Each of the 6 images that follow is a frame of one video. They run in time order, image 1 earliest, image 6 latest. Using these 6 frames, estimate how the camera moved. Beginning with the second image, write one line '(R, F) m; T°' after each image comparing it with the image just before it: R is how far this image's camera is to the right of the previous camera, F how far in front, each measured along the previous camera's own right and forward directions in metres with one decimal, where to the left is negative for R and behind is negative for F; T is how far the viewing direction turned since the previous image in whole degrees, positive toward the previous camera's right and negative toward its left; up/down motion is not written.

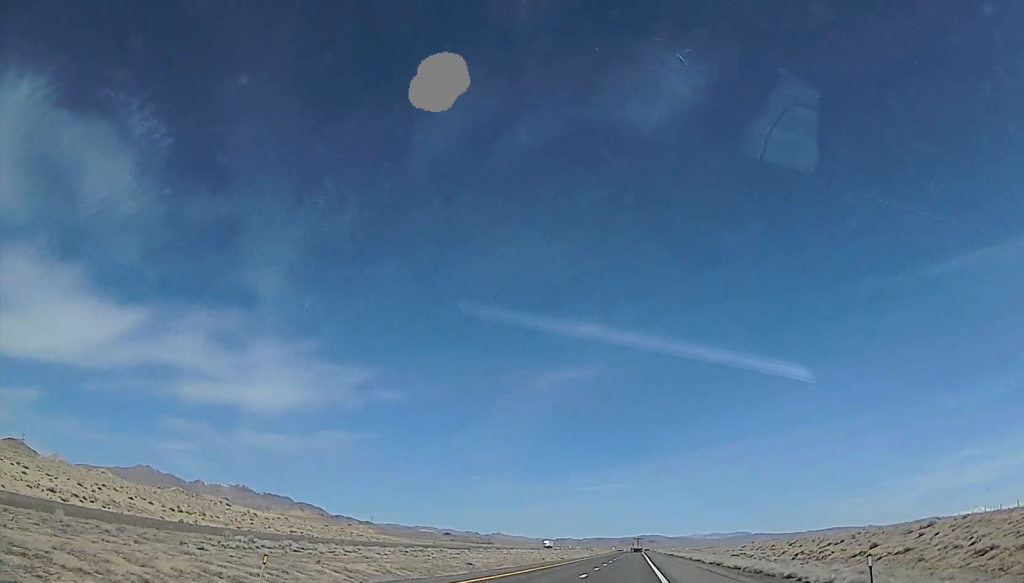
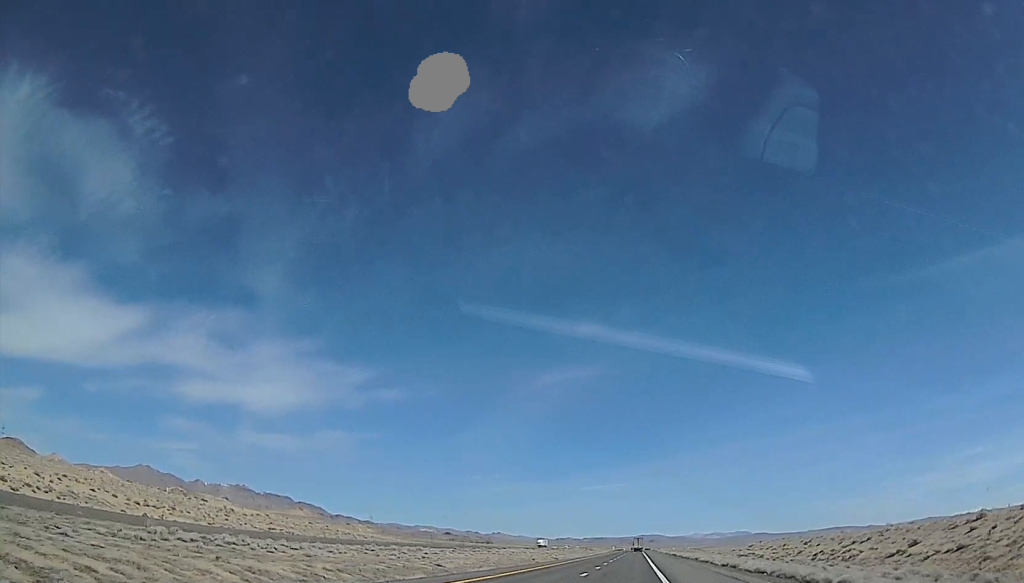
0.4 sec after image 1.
(+0.3, +11.7) m; 0°
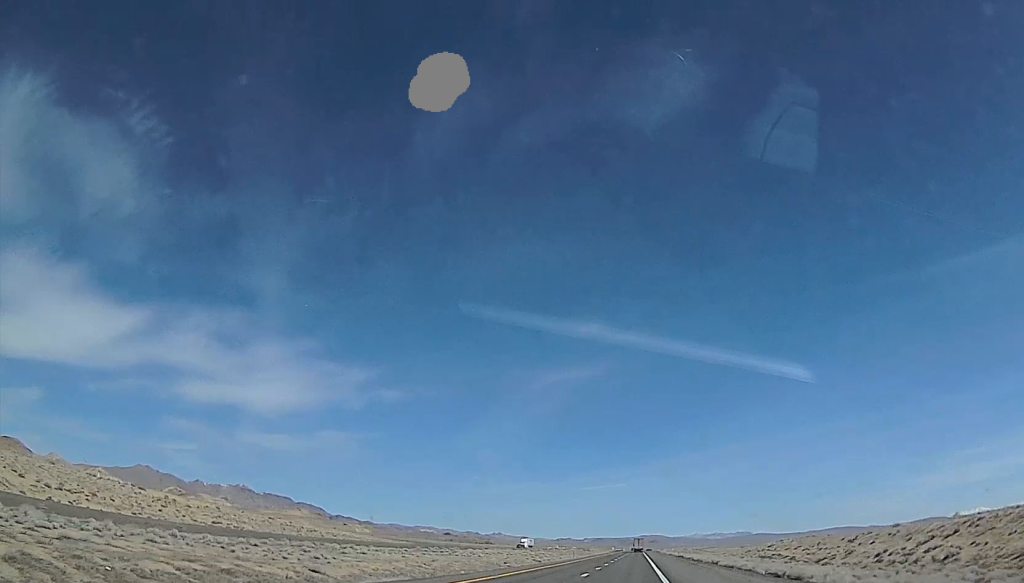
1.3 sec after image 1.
(-0.7, +25.0) m; -1°
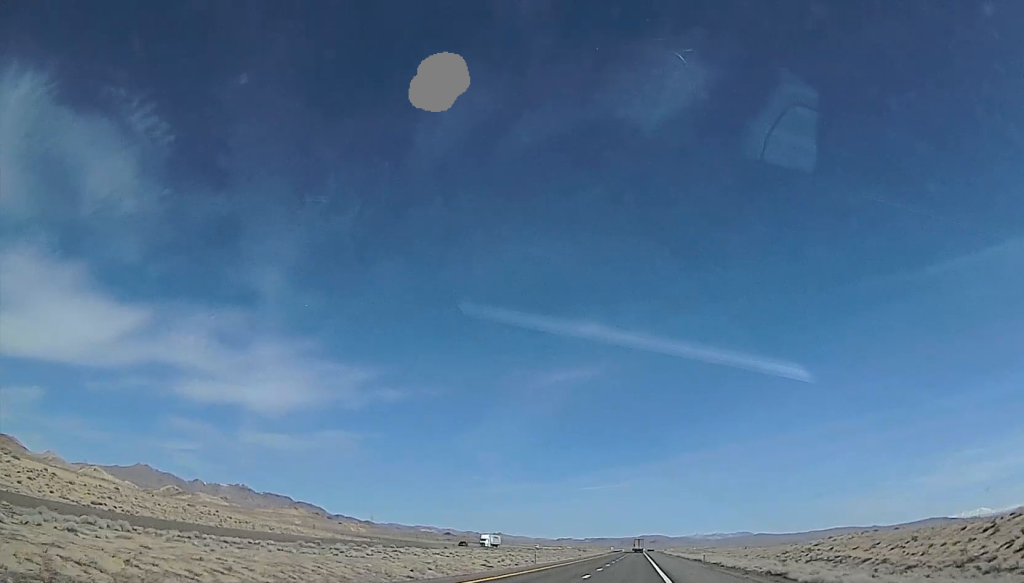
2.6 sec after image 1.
(+0.3, +38.5) m; +2°
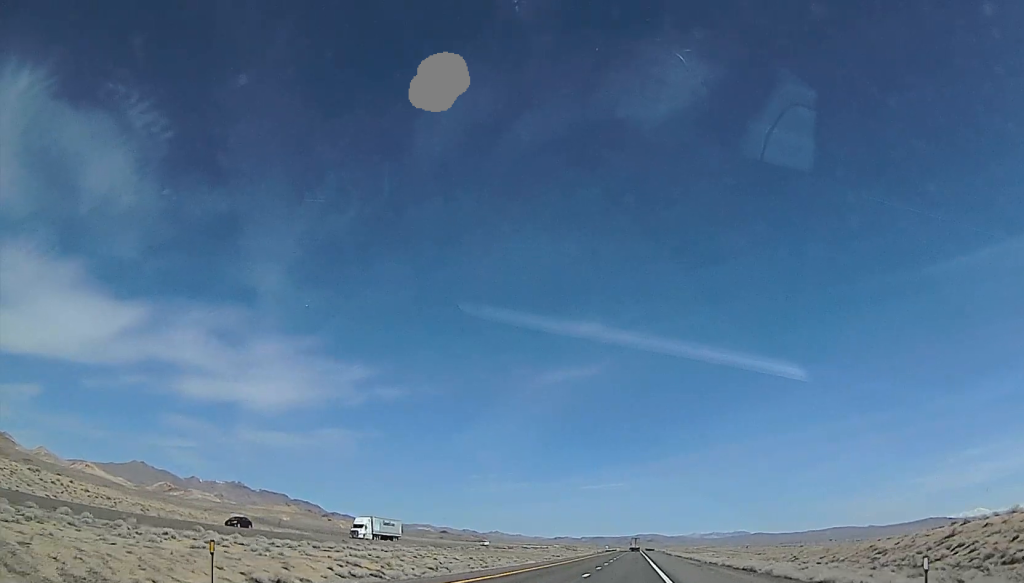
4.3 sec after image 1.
(-0.1, +49.2) m; -3°
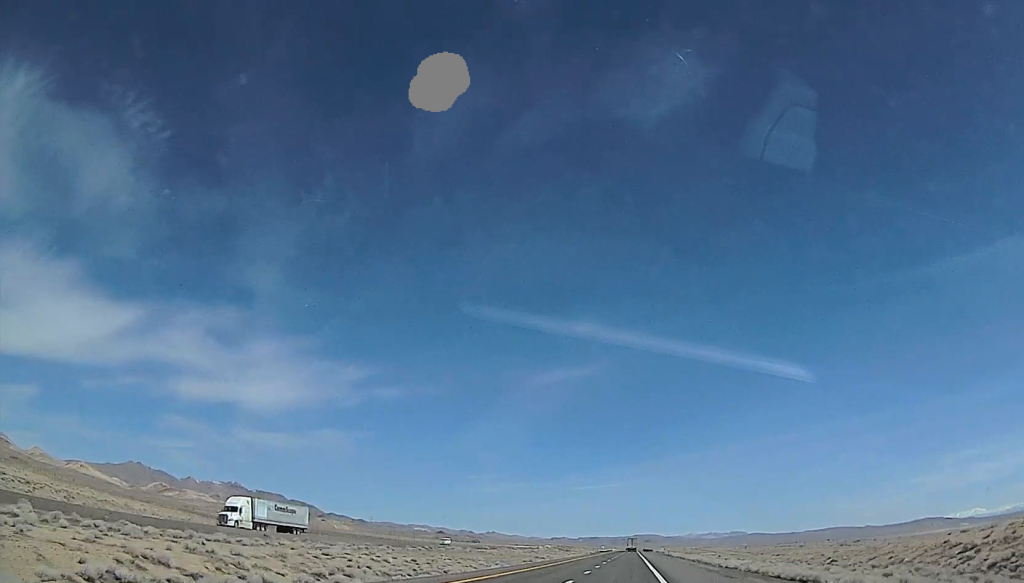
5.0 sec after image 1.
(-0.2, +20.4) m; +1°
